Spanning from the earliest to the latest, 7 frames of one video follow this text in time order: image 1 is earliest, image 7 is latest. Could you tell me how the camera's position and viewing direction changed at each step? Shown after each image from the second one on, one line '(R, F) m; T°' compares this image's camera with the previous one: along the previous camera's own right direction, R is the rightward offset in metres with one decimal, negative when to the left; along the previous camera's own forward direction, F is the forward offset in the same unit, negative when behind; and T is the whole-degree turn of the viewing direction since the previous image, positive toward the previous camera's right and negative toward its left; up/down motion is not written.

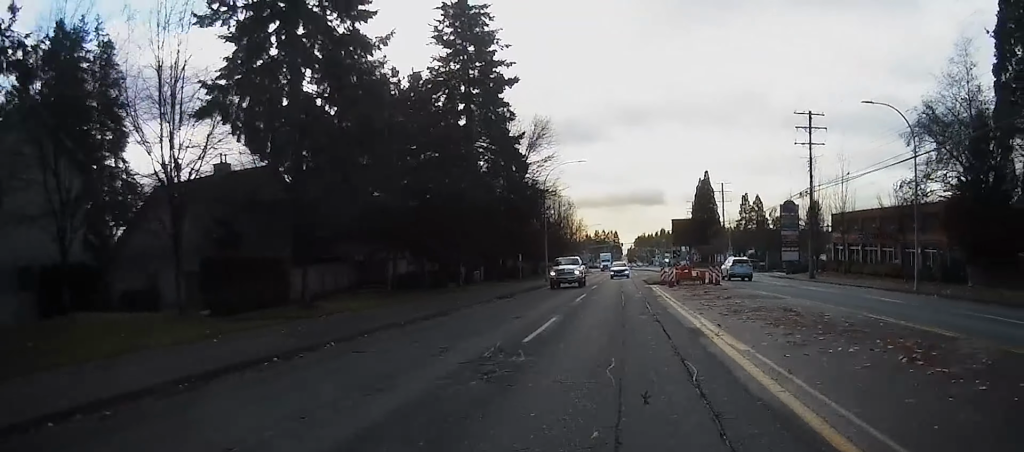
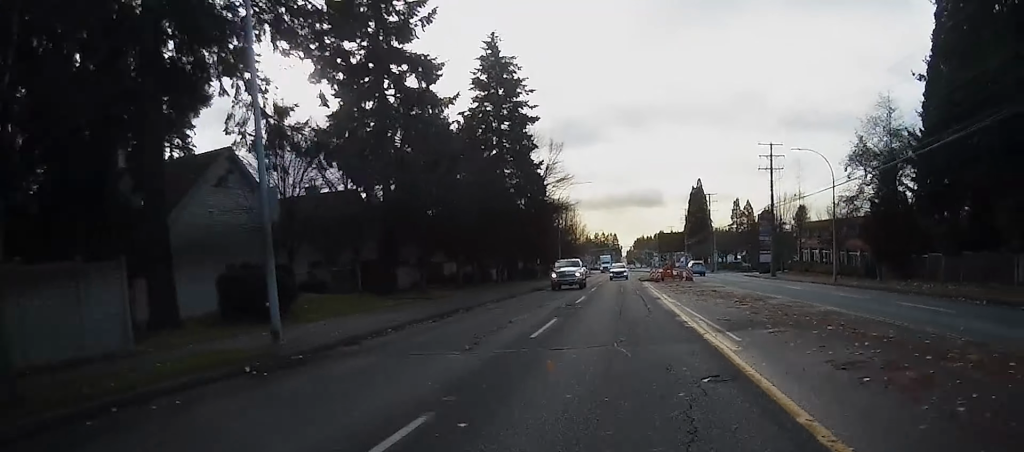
(0.0, +13.1) m; 0°
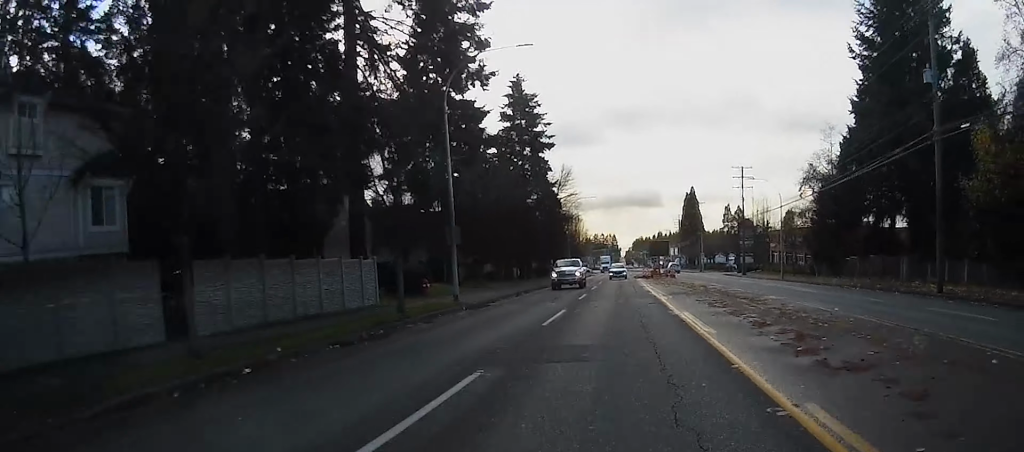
(0.0, +14.8) m; 0°
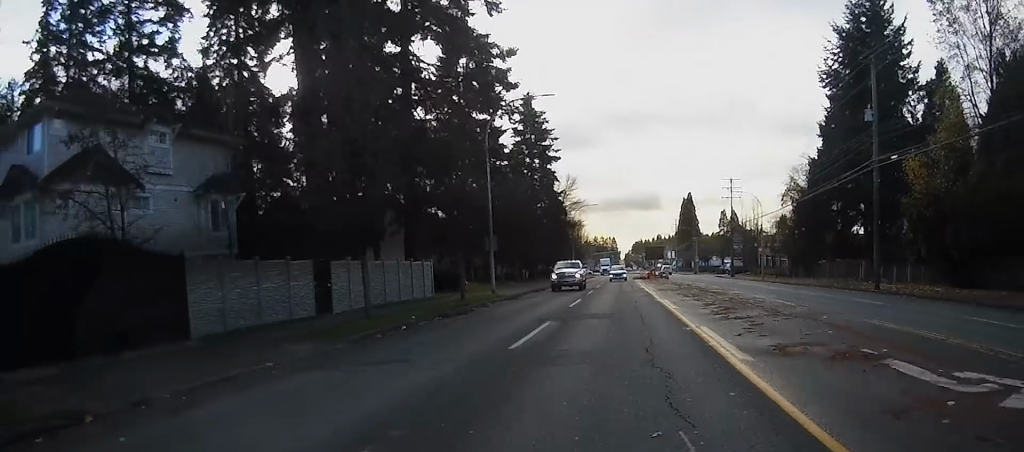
(0.0, +8.0) m; 0°
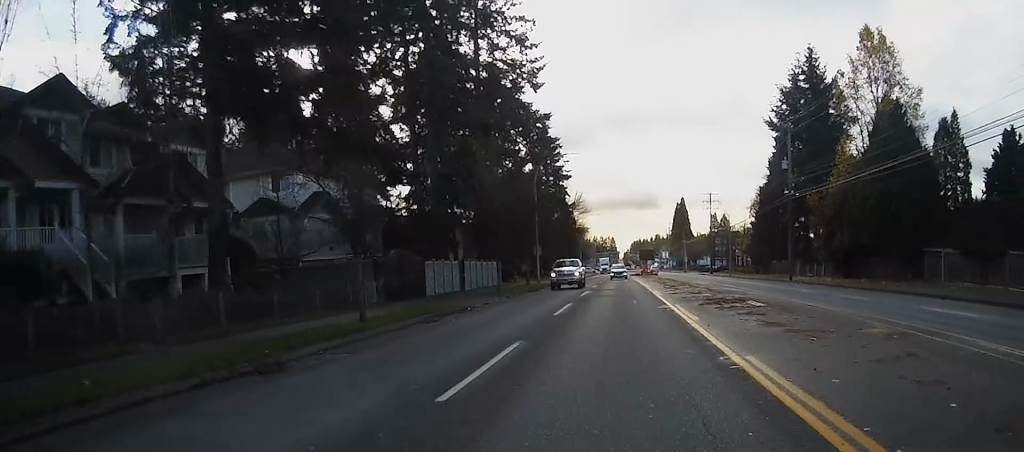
(0.0, +19.4) m; +1°
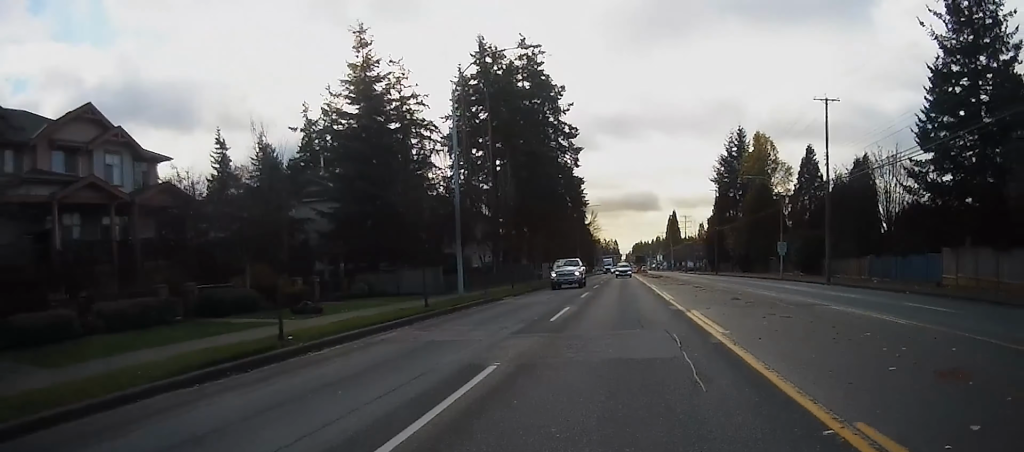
(+0.2, +45.8) m; 0°
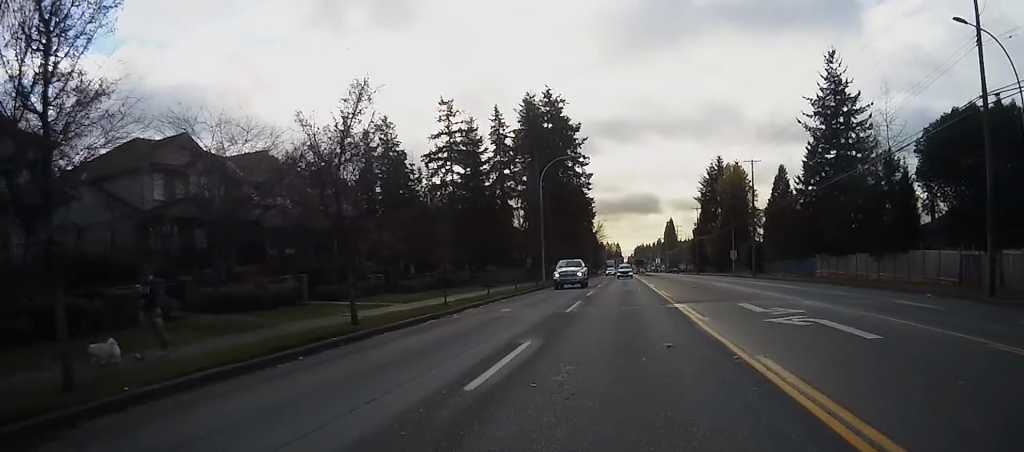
(-0.1, +27.4) m; 0°
